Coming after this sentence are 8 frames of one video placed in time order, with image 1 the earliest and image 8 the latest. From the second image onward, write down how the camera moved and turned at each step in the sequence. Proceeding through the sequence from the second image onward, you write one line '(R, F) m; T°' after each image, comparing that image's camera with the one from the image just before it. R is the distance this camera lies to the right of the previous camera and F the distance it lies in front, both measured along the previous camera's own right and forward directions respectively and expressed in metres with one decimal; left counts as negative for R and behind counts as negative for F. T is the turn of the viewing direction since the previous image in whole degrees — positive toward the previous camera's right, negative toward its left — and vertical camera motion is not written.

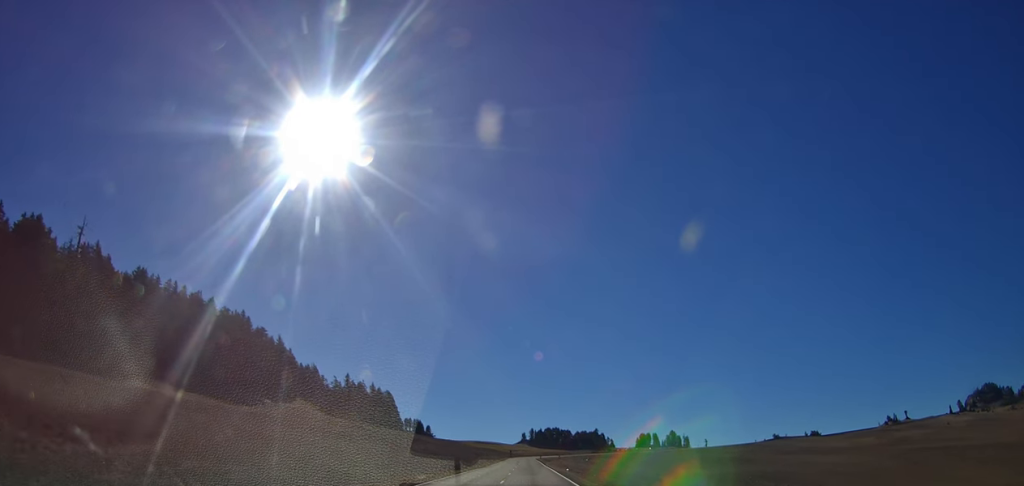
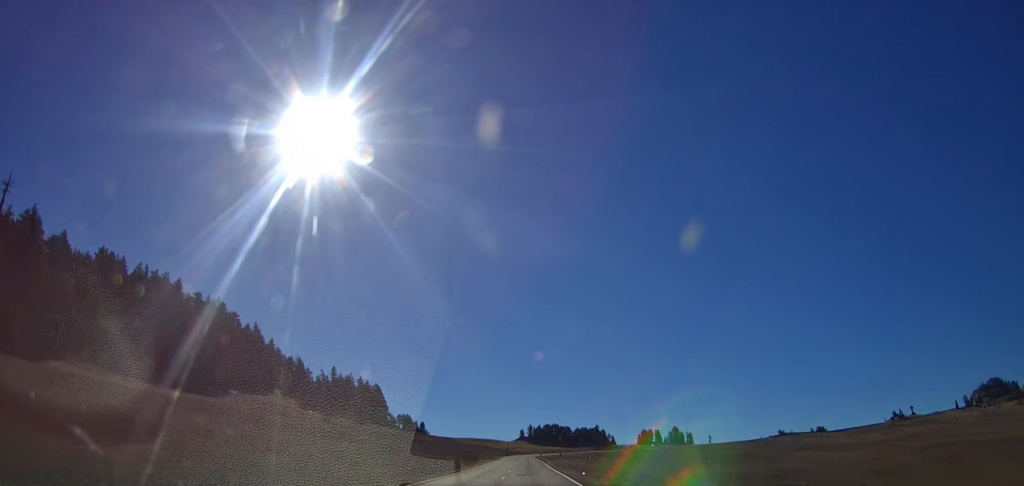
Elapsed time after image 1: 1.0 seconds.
(-0.3, +21.4) m; 0°
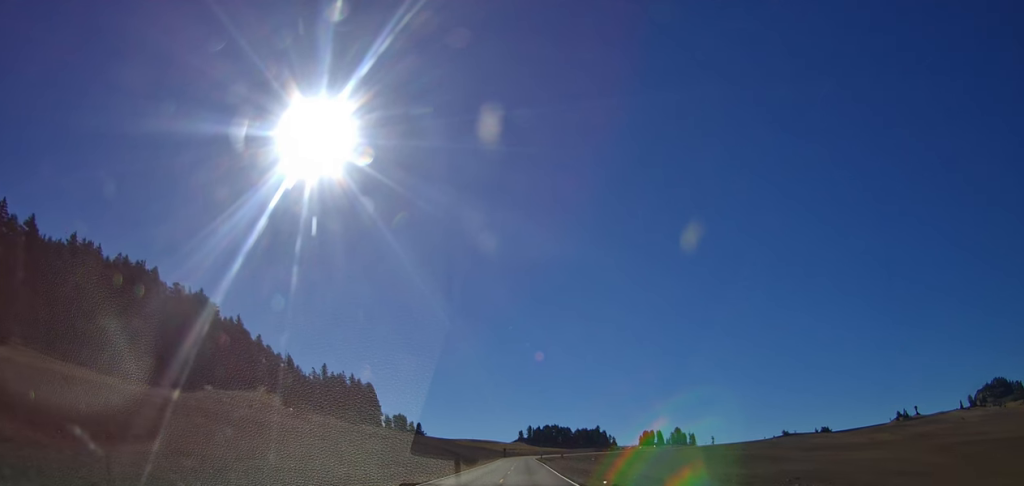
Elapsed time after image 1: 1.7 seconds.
(+0.1, +13.8) m; +1°
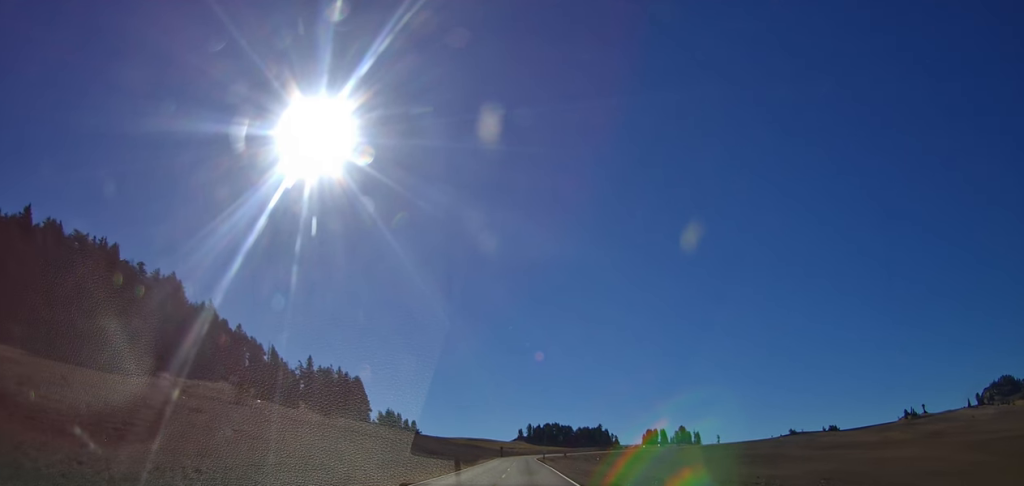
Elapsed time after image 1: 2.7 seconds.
(+0.1, +20.8) m; 0°
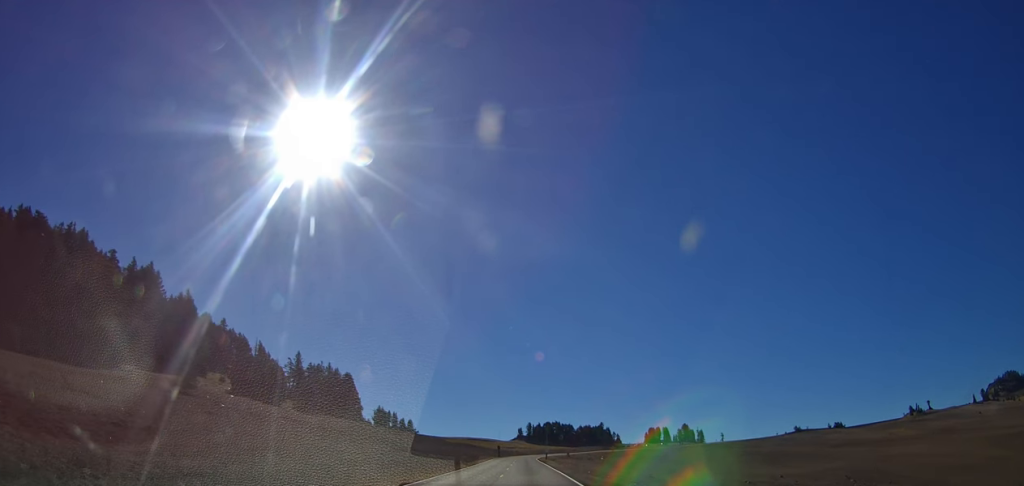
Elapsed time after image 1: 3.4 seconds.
(-0.2, +14.1) m; +1°
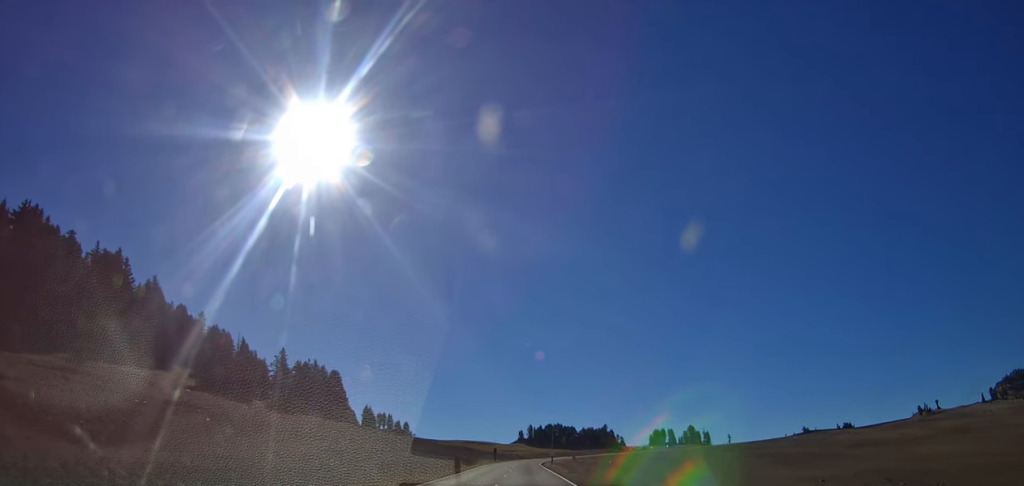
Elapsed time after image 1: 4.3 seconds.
(+0.5, +18.9) m; +1°
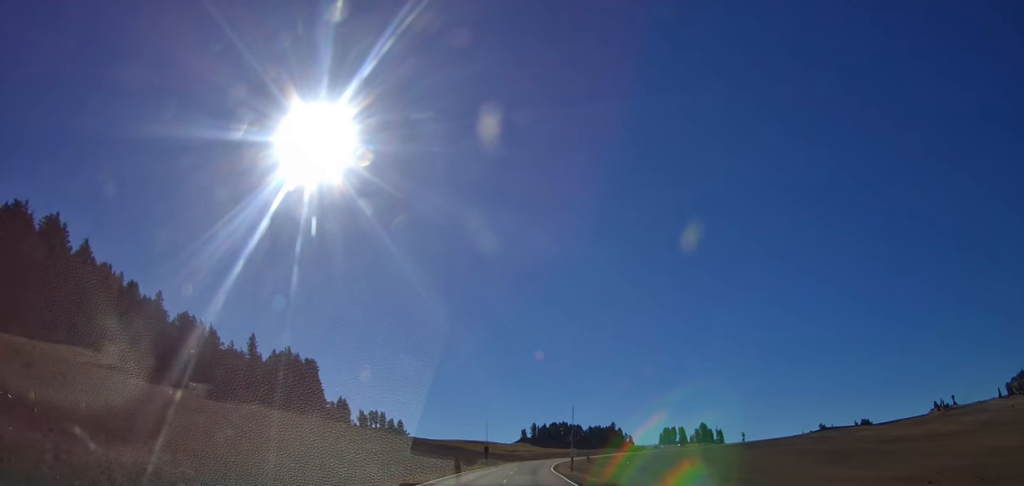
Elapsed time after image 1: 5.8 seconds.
(-0.7, +32.2) m; -3°
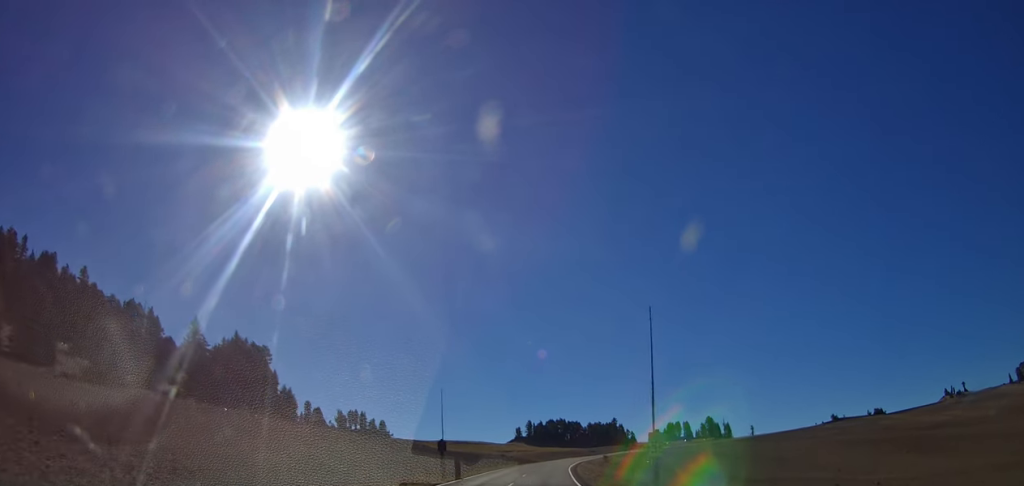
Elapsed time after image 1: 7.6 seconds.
(+0.4, +37.6) m; +2°
